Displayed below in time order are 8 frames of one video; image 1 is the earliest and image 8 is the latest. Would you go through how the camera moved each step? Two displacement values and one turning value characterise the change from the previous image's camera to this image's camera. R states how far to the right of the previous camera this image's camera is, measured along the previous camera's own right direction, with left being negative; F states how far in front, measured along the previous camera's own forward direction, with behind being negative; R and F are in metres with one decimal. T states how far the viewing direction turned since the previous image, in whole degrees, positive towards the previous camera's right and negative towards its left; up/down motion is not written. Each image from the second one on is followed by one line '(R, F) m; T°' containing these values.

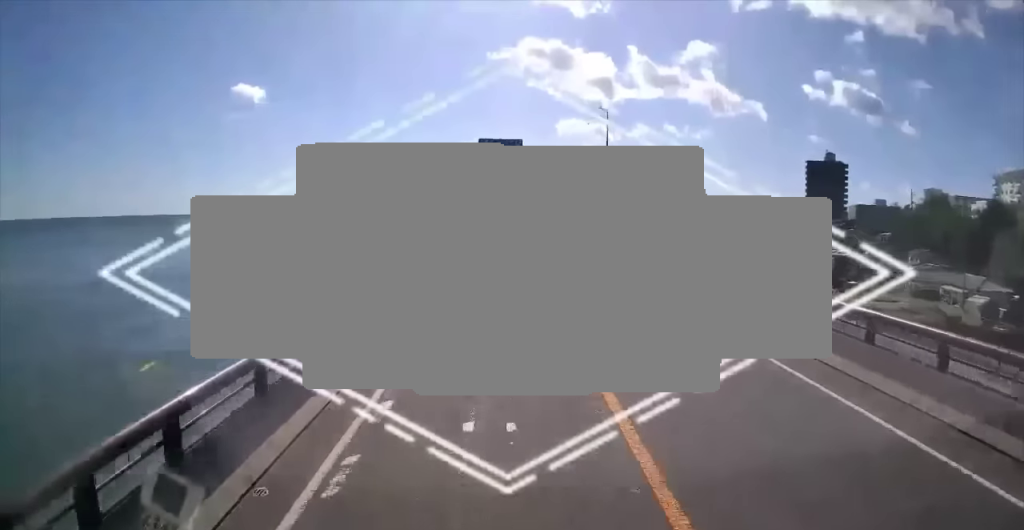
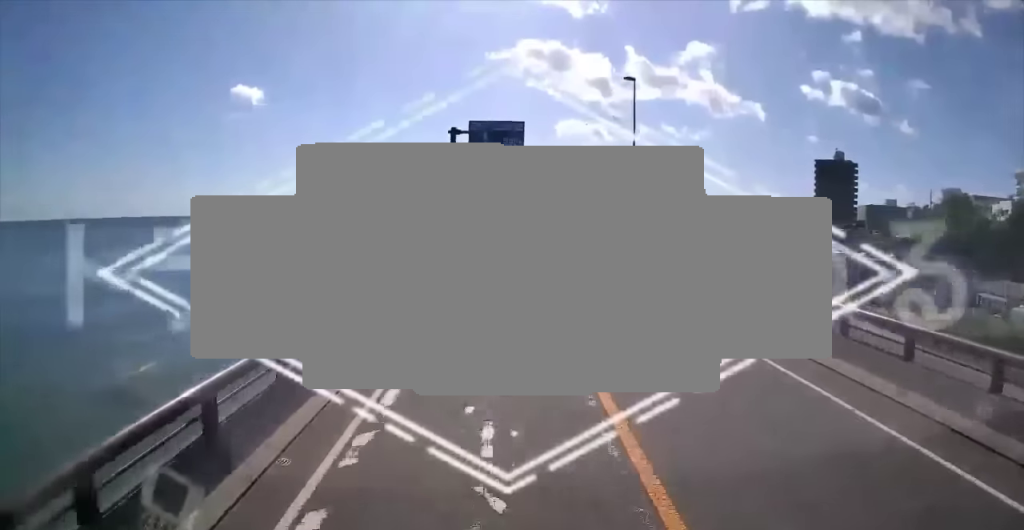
(0.0, +9.3) m; +1°
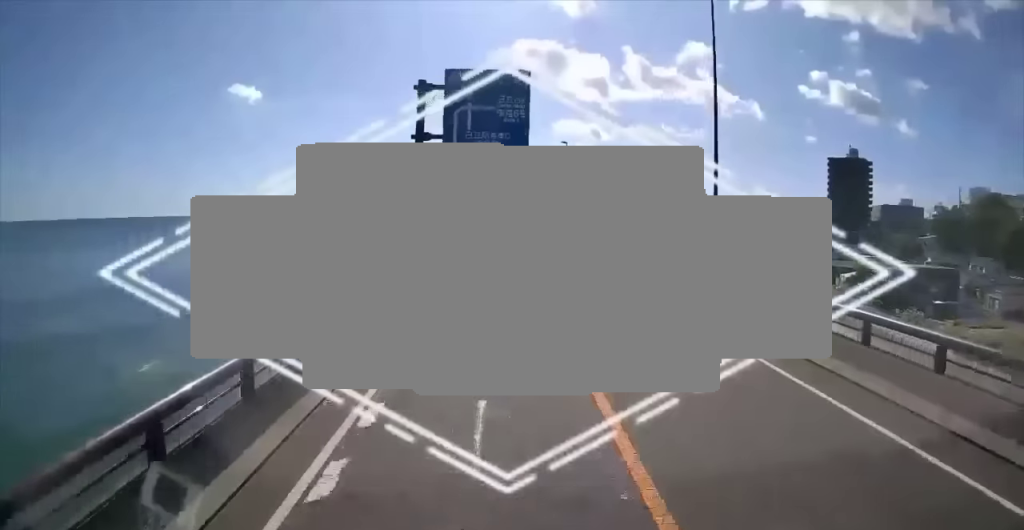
(+0.3, +13.0) m; +2°
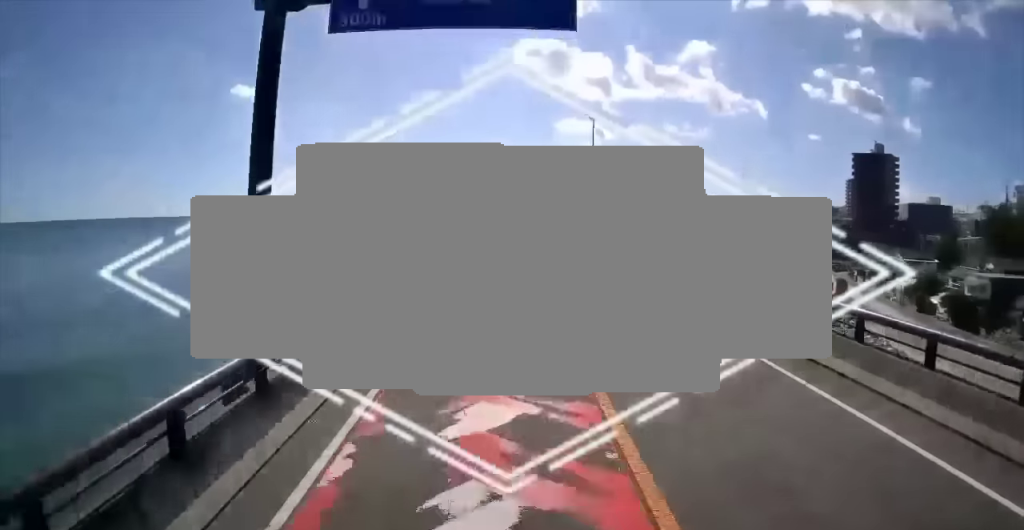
(0.0, +14.9) m; -3°
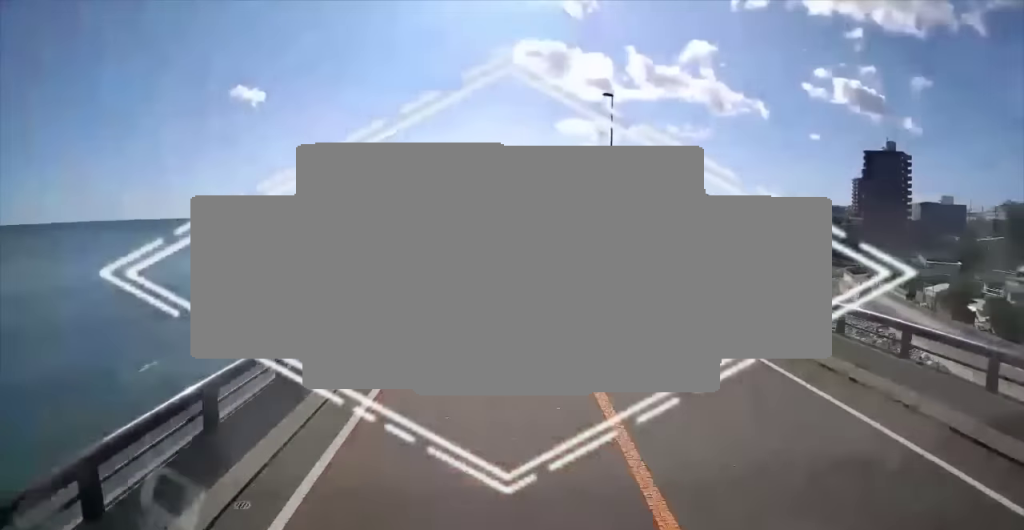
(-0.4, +7.4) m; 0°
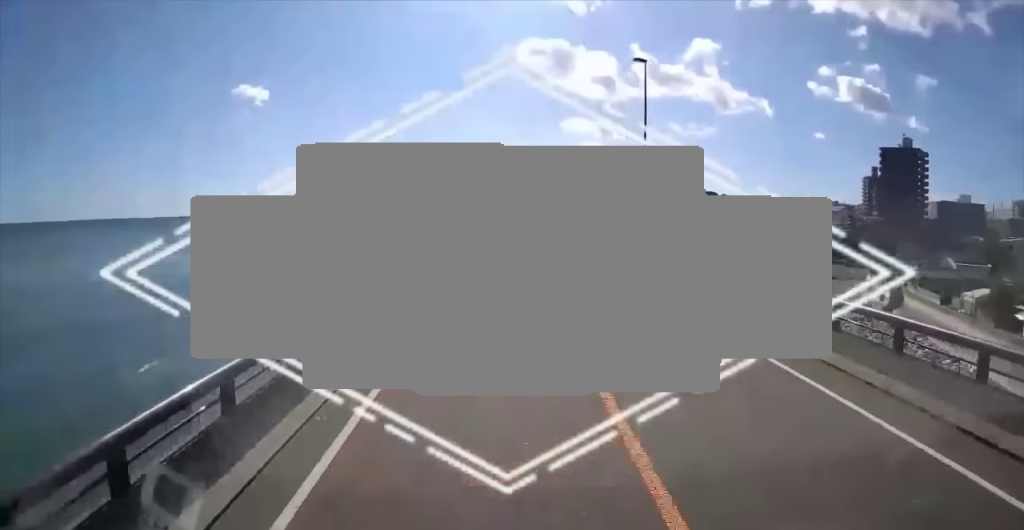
(-0.1, +7.8) m; 0°
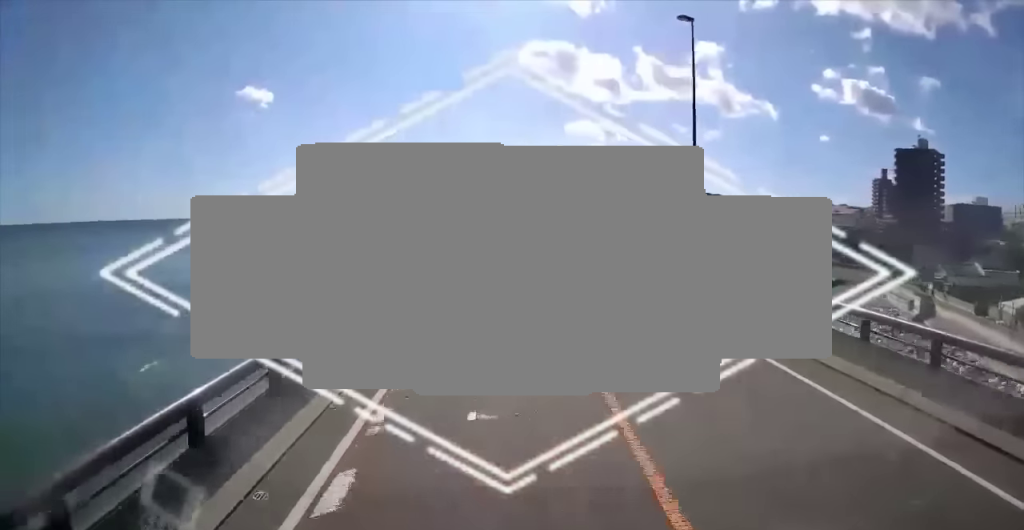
(+0.4, +7.0) m; 0°
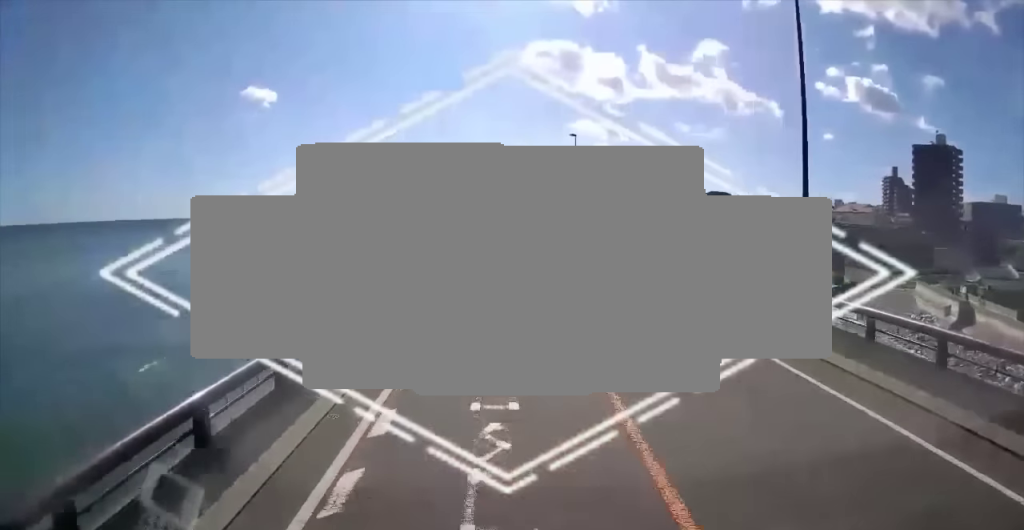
(-0.2, +8.2) m; -2°
